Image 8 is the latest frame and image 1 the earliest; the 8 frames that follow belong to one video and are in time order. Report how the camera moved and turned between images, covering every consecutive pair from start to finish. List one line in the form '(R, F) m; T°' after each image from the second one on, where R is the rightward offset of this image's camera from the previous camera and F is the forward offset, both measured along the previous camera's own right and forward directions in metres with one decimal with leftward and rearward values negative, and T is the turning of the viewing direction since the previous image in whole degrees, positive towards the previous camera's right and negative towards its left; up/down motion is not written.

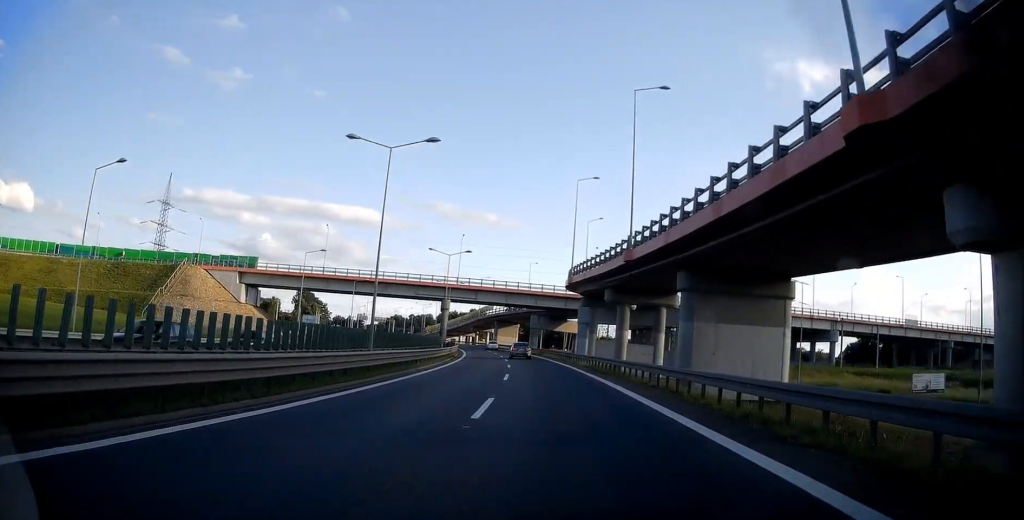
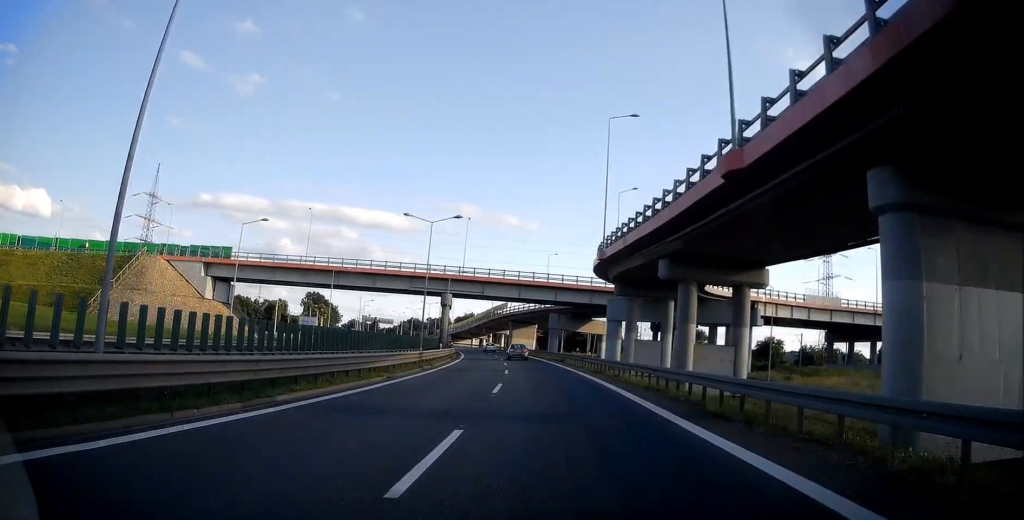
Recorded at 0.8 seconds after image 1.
(-0.1, +14.9) m; -2°
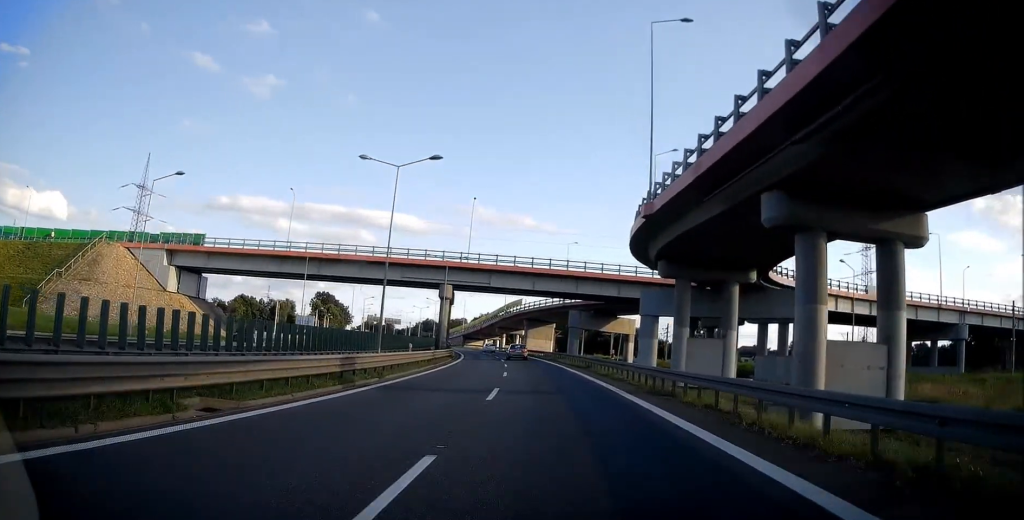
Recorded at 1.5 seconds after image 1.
(-0.3, +13.2) m; -2°
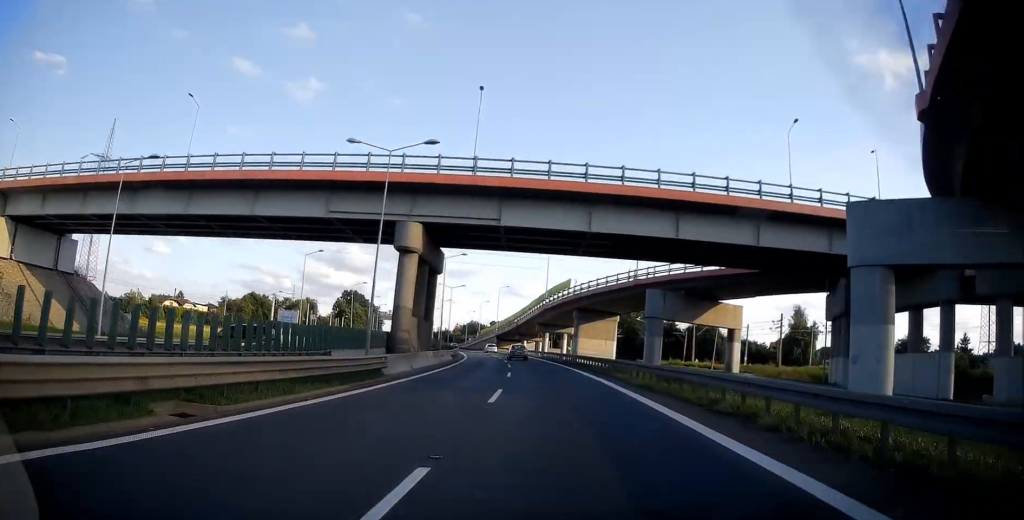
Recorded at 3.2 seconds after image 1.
(-1.5, +36.3) m; -4°
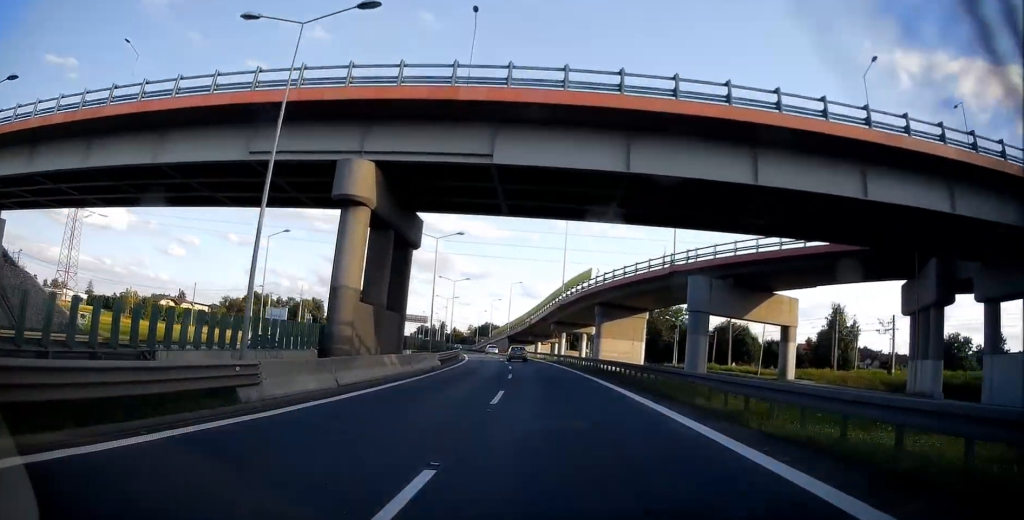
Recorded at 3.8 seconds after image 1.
(0.0, +12.2) m; -1°
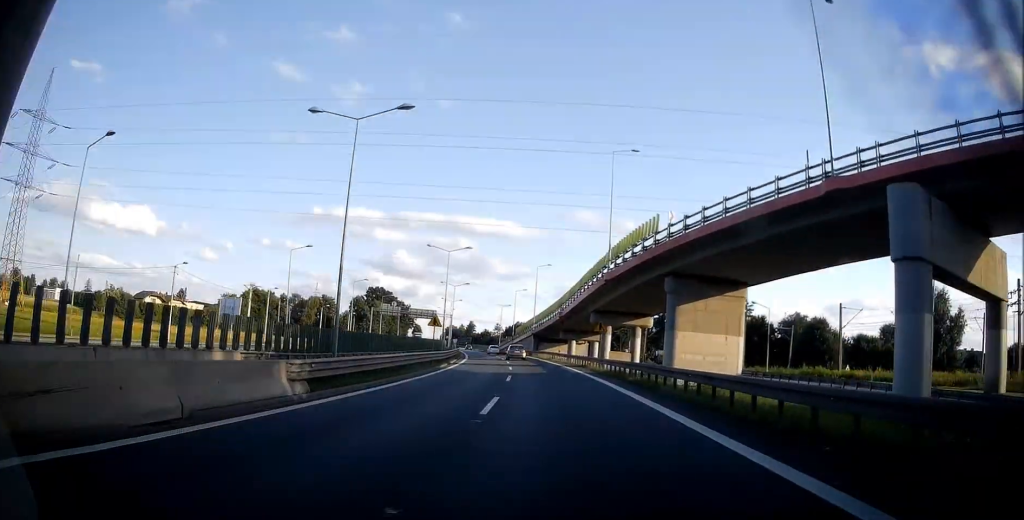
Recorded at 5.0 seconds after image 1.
(-0.8, +26.8) m; -3°
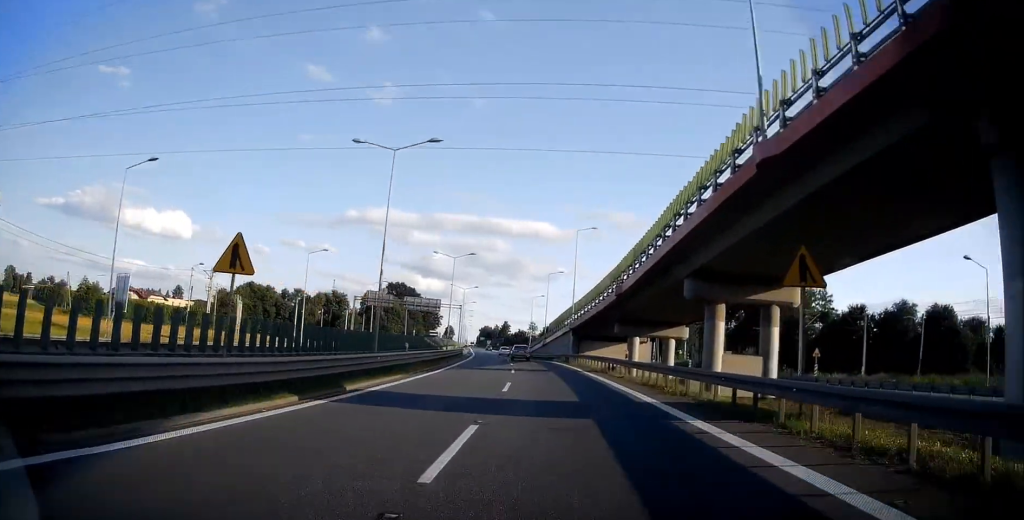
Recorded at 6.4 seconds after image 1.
(-1.1, +30.4) m; -4°
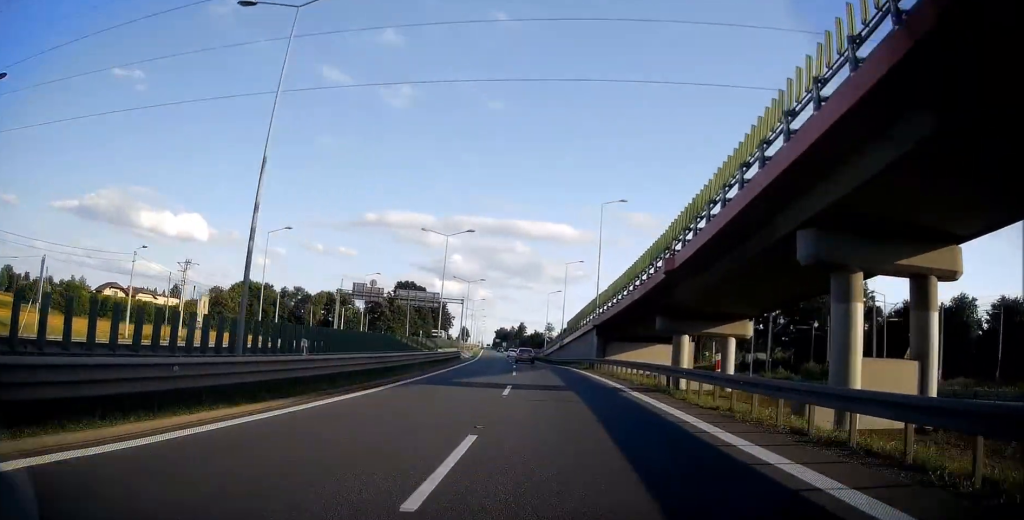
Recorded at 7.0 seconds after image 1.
(-0.2, +13.1) m; -2°
